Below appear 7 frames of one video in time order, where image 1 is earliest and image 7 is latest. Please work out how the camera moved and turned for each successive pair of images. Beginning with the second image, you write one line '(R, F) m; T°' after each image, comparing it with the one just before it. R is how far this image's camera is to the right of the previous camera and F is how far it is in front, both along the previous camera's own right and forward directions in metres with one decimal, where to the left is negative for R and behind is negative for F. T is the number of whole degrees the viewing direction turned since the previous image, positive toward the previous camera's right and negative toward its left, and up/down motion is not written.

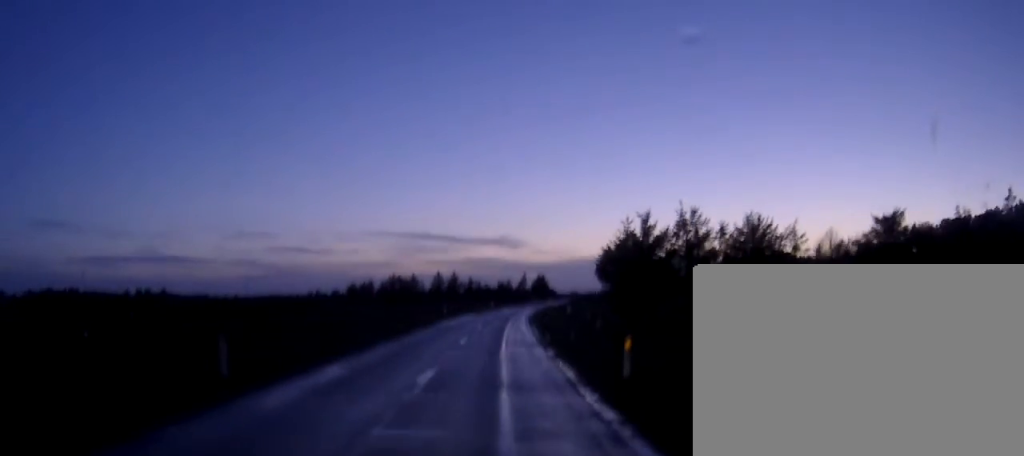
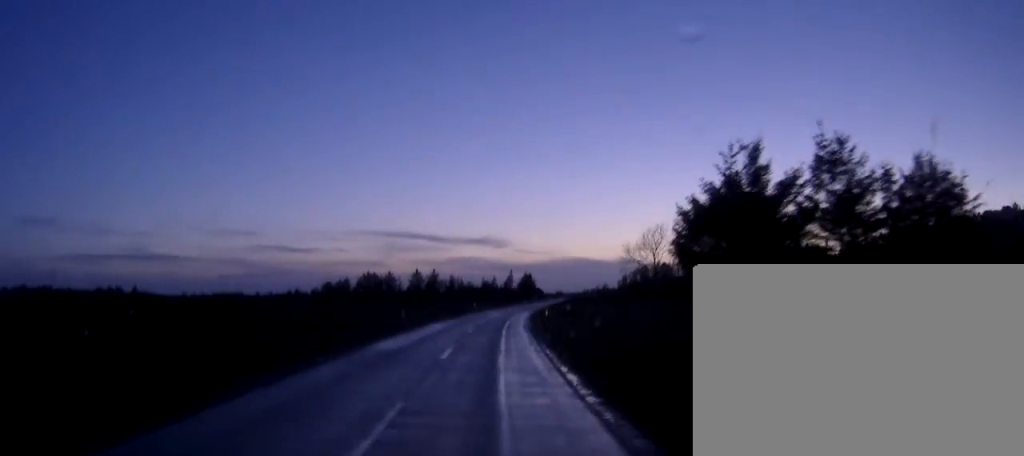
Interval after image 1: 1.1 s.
(+0.2, +21.8) m; +1°
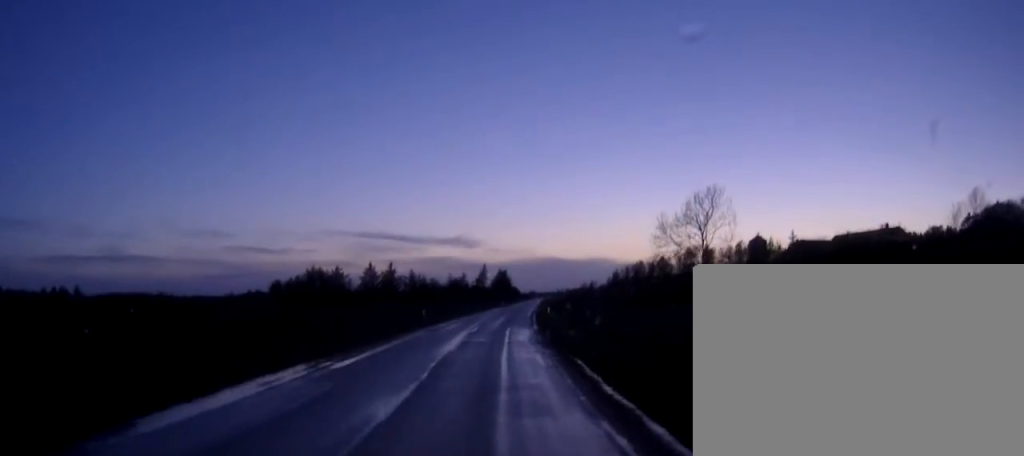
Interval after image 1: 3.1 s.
(+0.8, +41.7) m; +2°
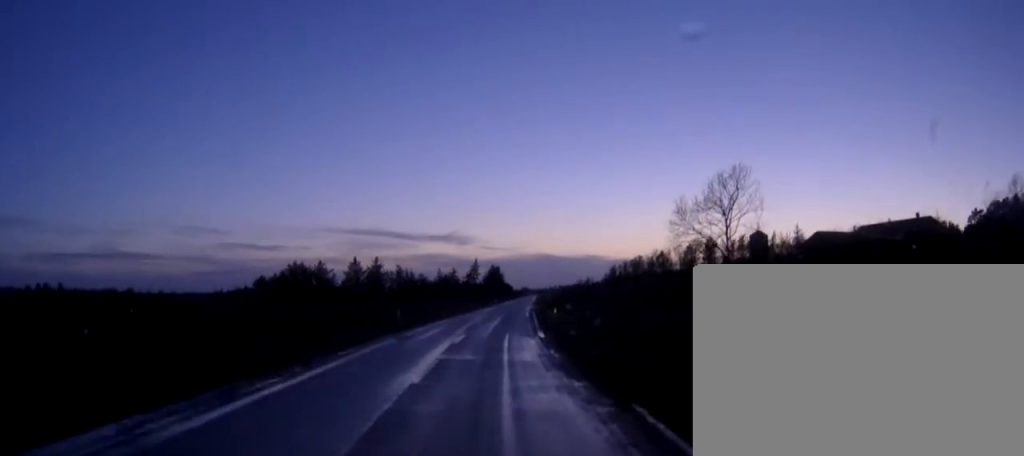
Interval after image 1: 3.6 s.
(+0.1, +10.9) m; +1°
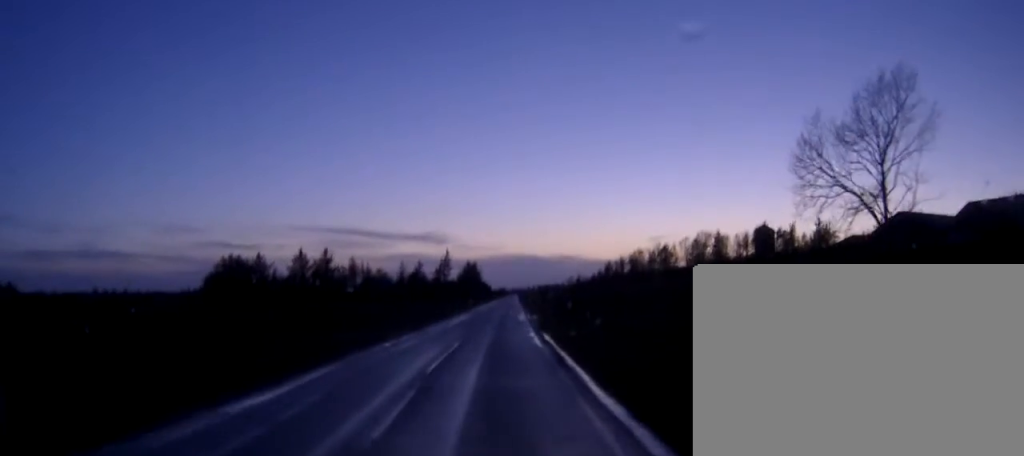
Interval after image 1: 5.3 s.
(+0.5, +33.7) m; +1°
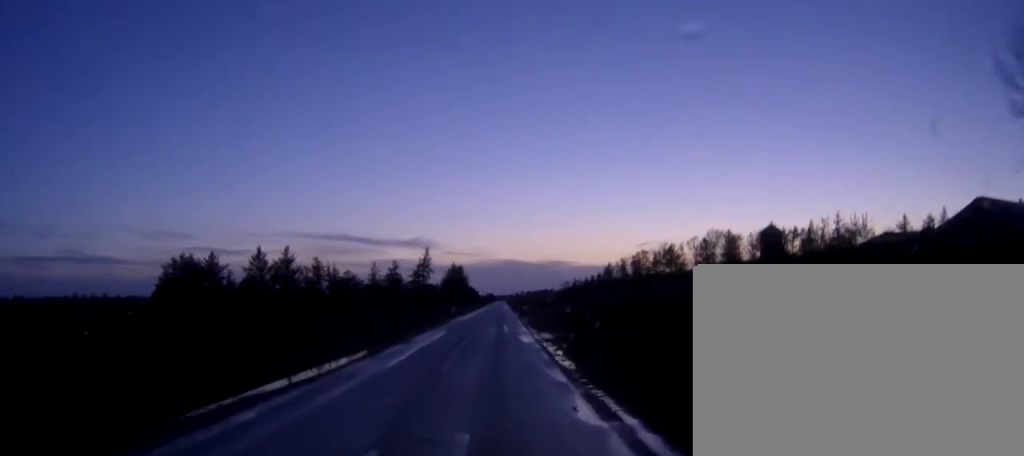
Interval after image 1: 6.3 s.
(+0.1, +20.8) m; +1°
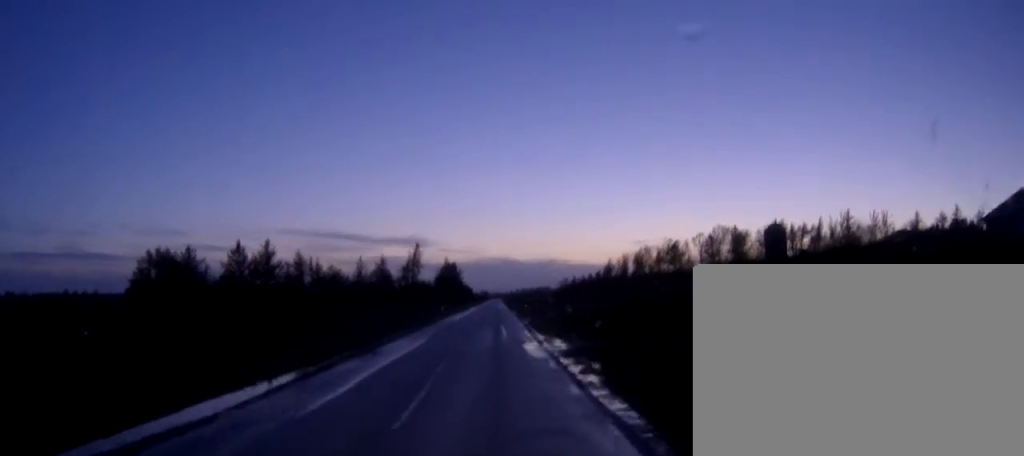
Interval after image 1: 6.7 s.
(0.0, +9.1) m; 0°
